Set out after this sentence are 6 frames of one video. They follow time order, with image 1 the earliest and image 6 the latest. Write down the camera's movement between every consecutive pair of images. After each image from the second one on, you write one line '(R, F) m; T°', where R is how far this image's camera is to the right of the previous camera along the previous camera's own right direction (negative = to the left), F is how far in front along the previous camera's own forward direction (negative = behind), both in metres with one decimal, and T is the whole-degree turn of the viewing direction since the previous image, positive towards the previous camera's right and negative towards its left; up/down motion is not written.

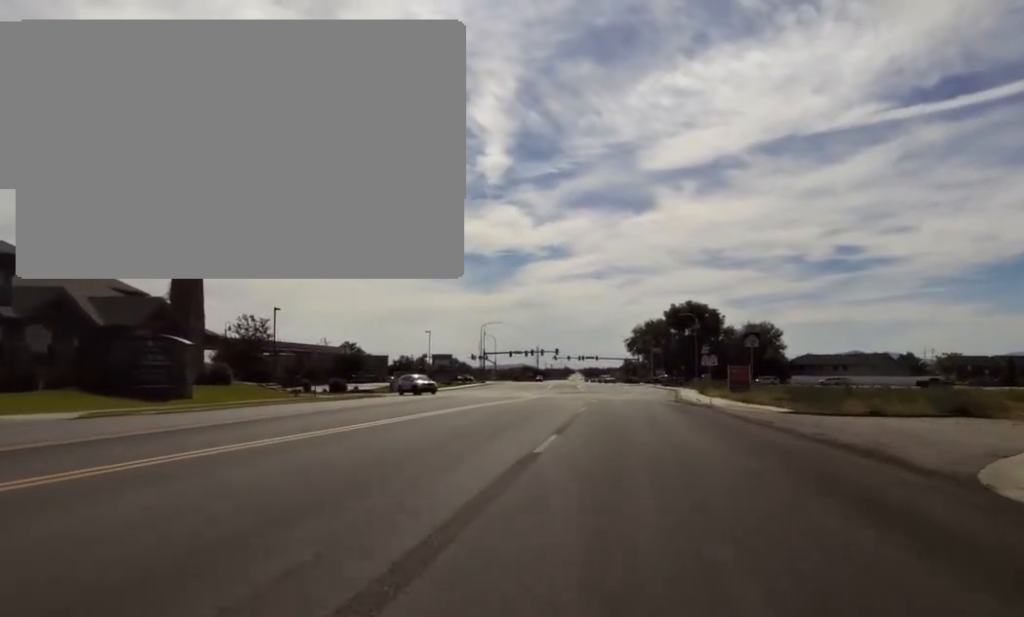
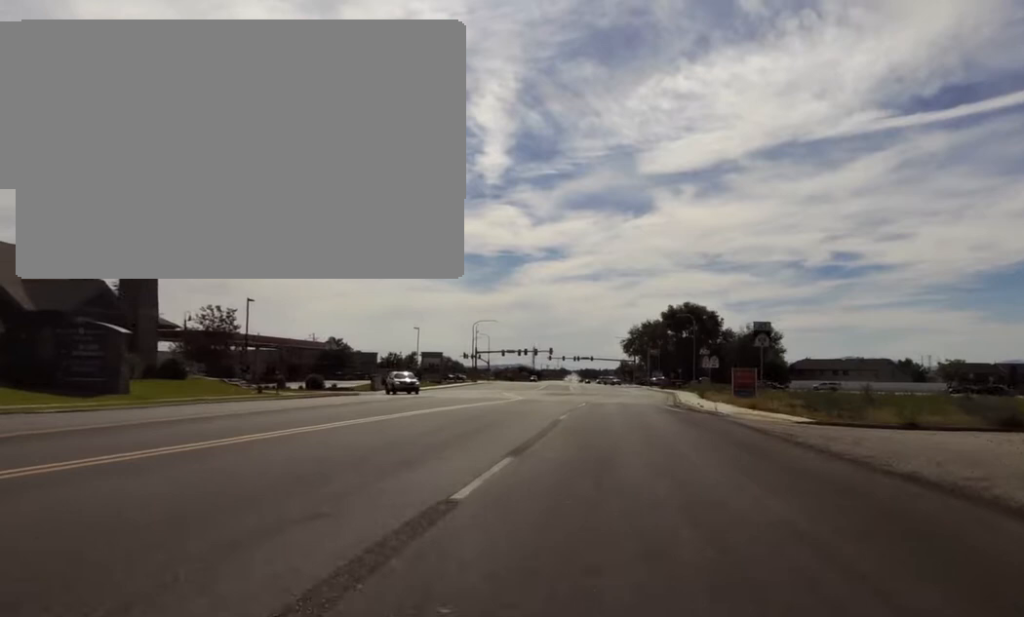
(+0.4, +4.6) m; 0°
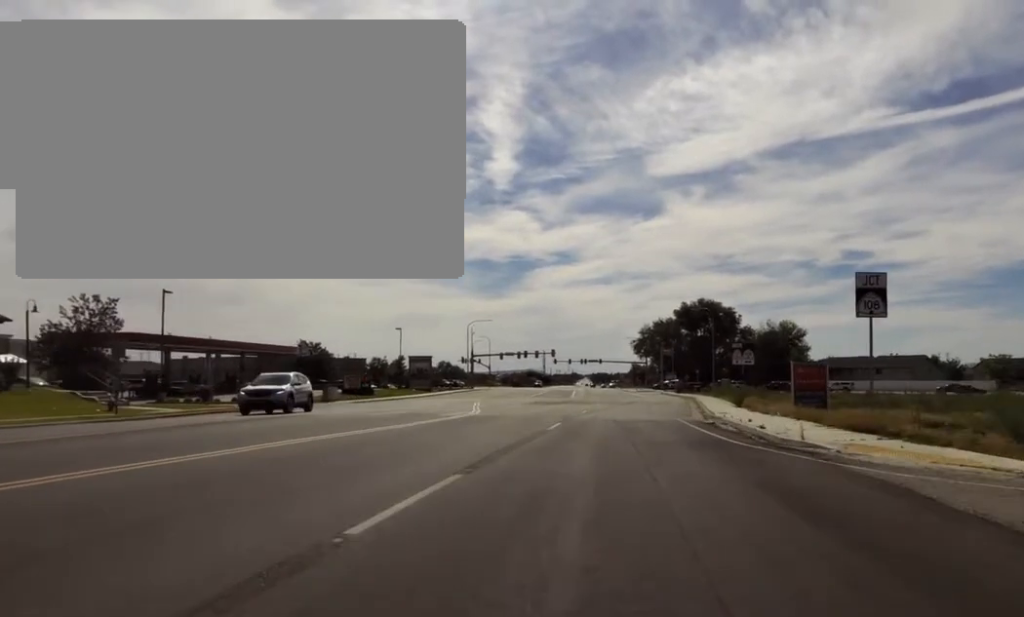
(-0.5, +13.7) m; 0°
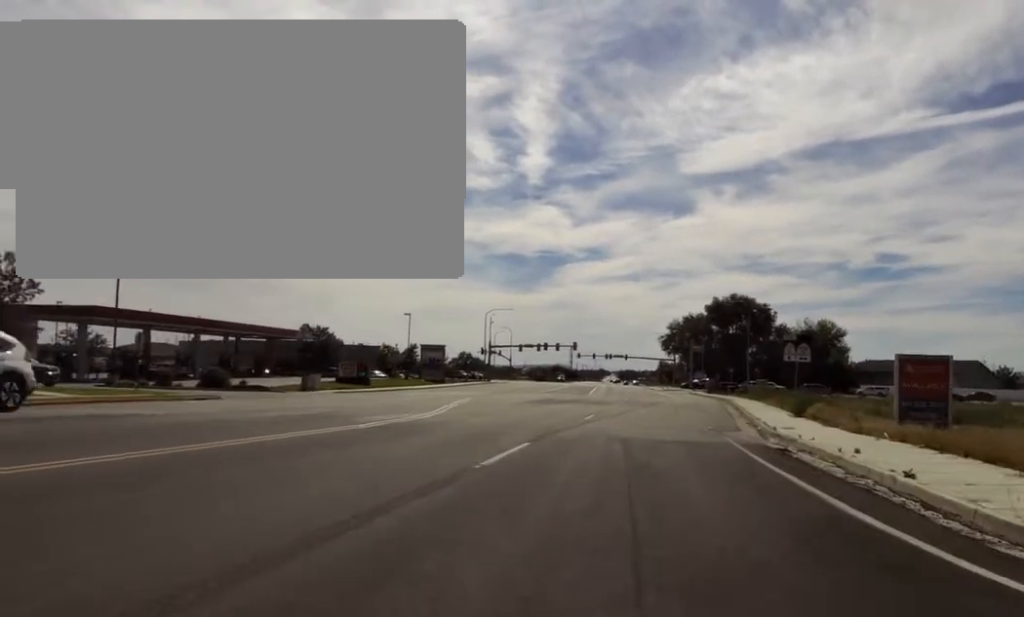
(0.0, +8.7) m; -4°
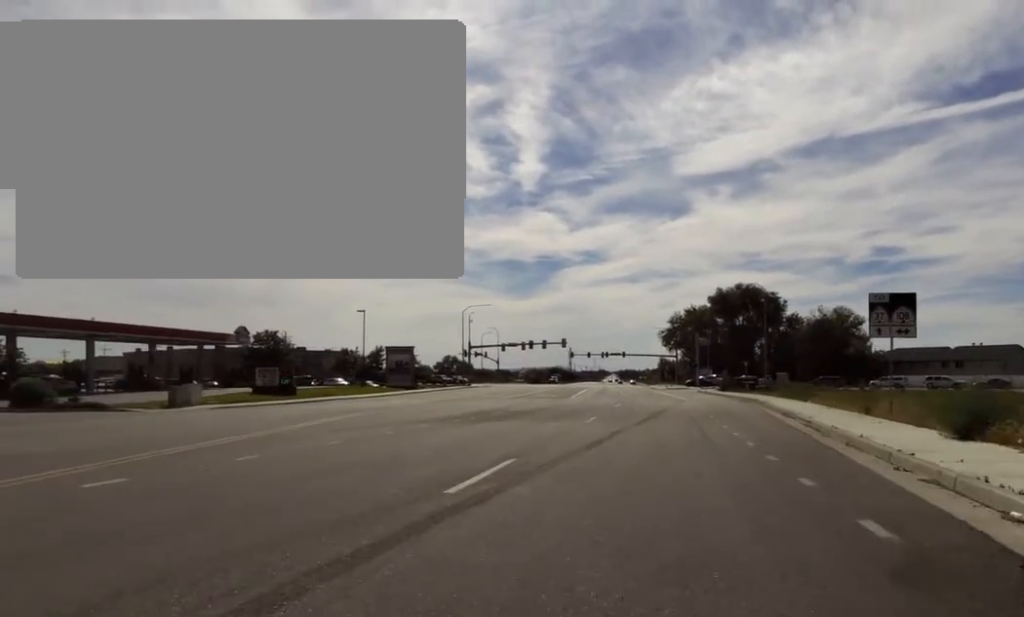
(-1.0, +15.0) m; +4°
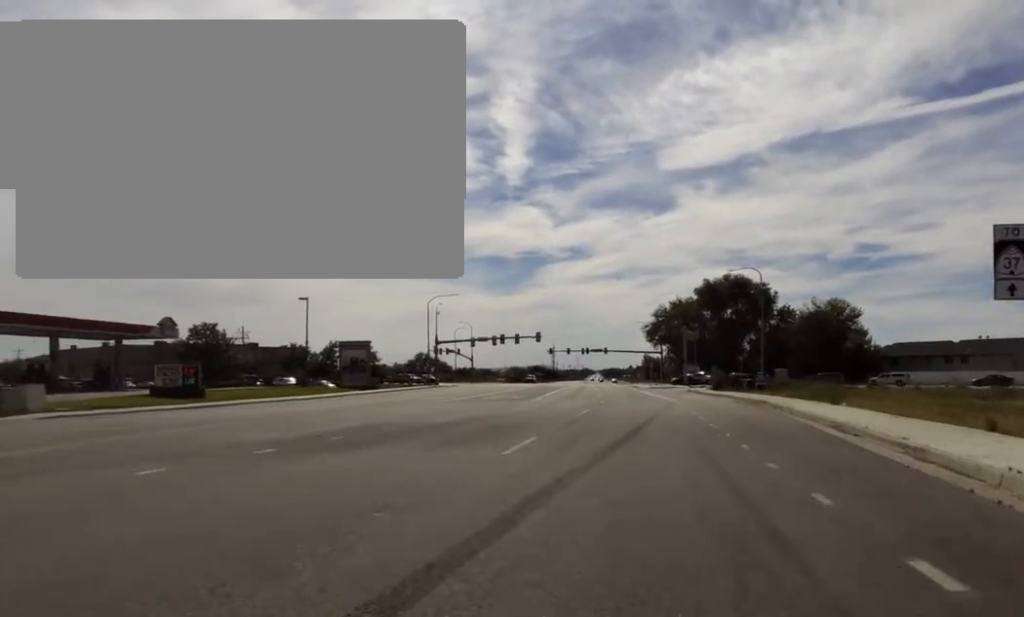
(+1.2, +9.3) m; -1°
